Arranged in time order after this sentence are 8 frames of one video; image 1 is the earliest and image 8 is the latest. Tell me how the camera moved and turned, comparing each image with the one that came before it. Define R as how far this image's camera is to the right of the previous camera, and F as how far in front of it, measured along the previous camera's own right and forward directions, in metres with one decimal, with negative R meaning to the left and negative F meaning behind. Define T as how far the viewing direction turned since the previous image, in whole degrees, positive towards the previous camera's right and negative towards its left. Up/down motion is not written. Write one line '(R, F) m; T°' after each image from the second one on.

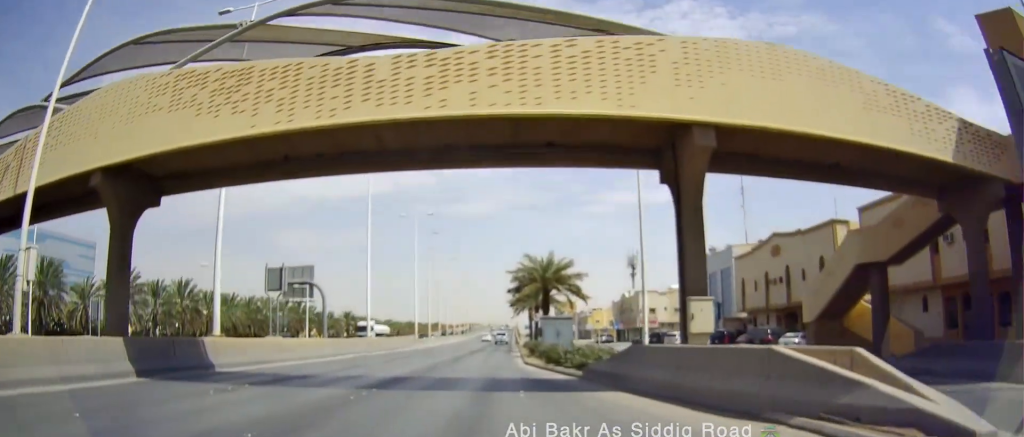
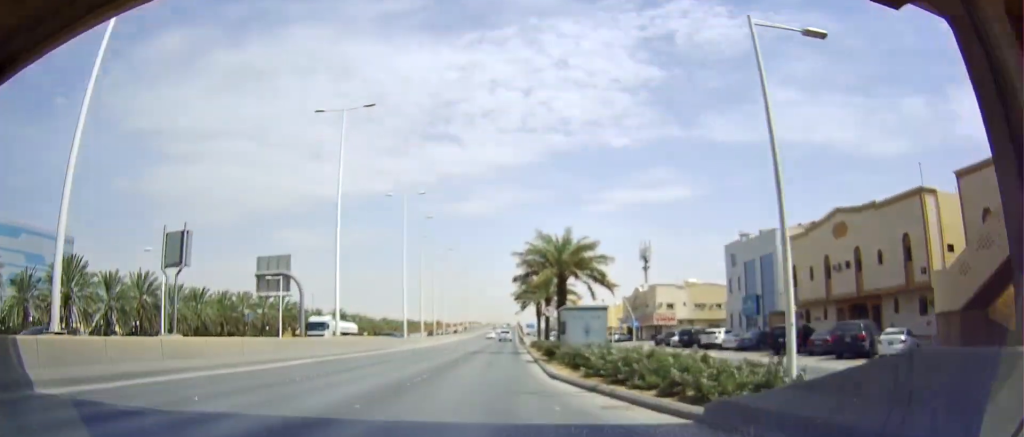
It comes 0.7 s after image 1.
(+0.2, +10.5) m; +1°
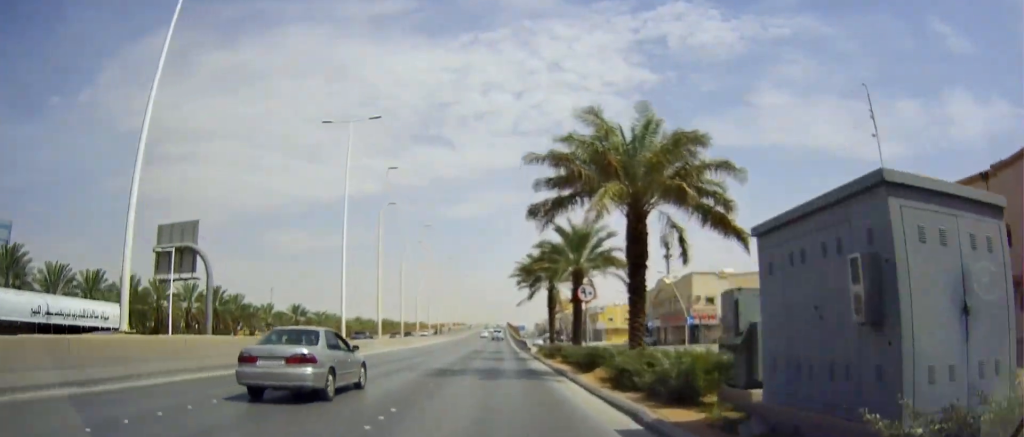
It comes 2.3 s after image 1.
(0.0, +22.4) m; 0°
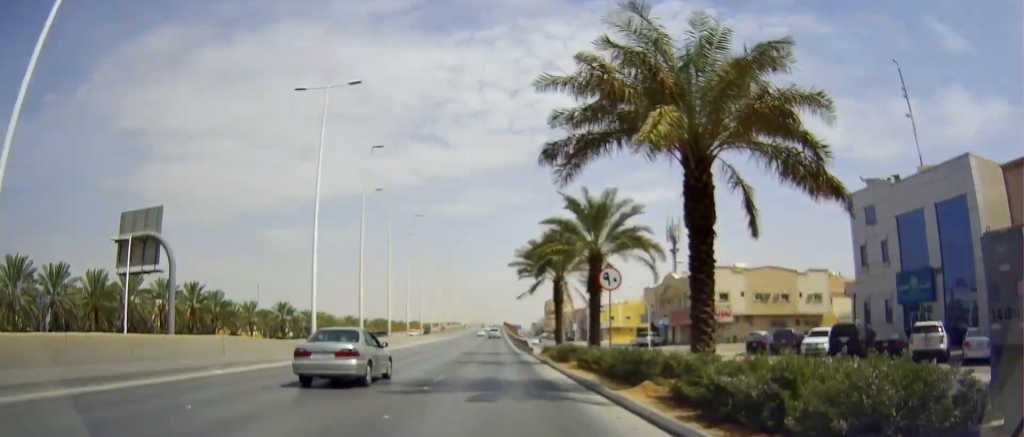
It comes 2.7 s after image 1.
(0.0, +5.7) m; 0°
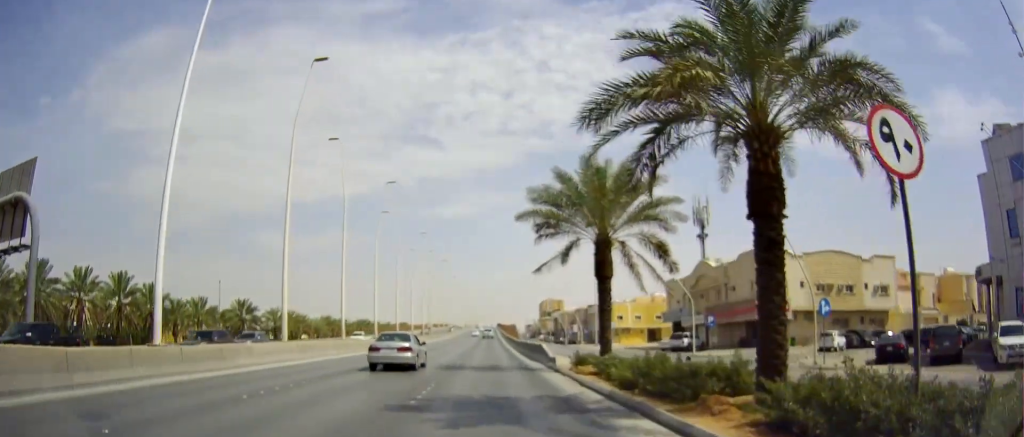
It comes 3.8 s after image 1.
(-0.1, +15.6) m; +1°
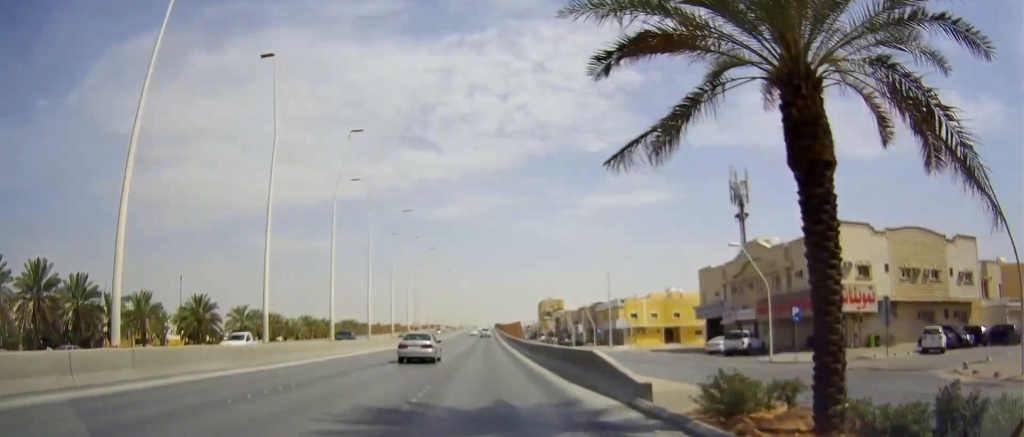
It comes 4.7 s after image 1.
(+0.3, +14.1) m; 0°
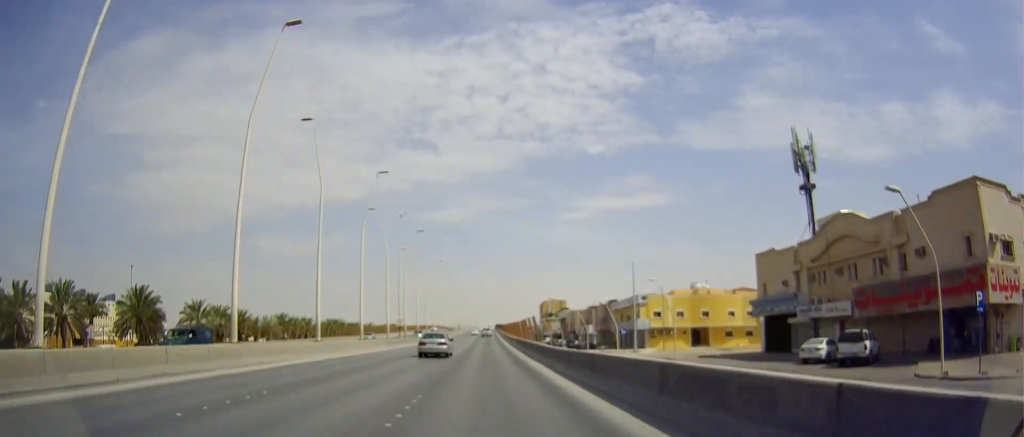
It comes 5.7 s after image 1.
(-0.3, +15.3) m; +2°
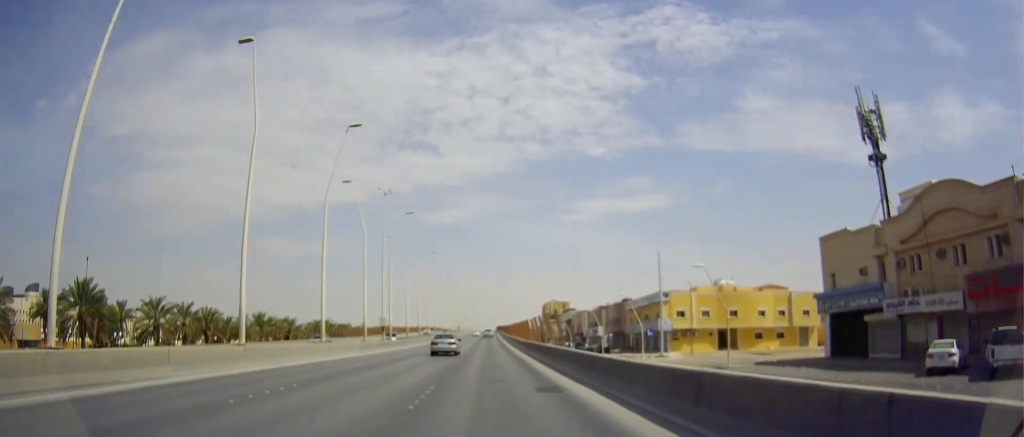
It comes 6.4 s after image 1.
(+0.6, +11.8) m; +1°
